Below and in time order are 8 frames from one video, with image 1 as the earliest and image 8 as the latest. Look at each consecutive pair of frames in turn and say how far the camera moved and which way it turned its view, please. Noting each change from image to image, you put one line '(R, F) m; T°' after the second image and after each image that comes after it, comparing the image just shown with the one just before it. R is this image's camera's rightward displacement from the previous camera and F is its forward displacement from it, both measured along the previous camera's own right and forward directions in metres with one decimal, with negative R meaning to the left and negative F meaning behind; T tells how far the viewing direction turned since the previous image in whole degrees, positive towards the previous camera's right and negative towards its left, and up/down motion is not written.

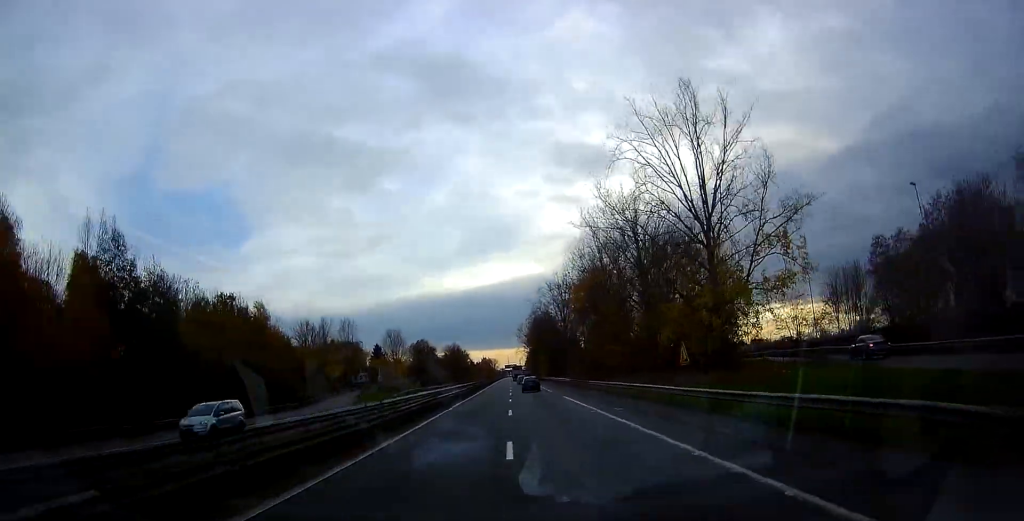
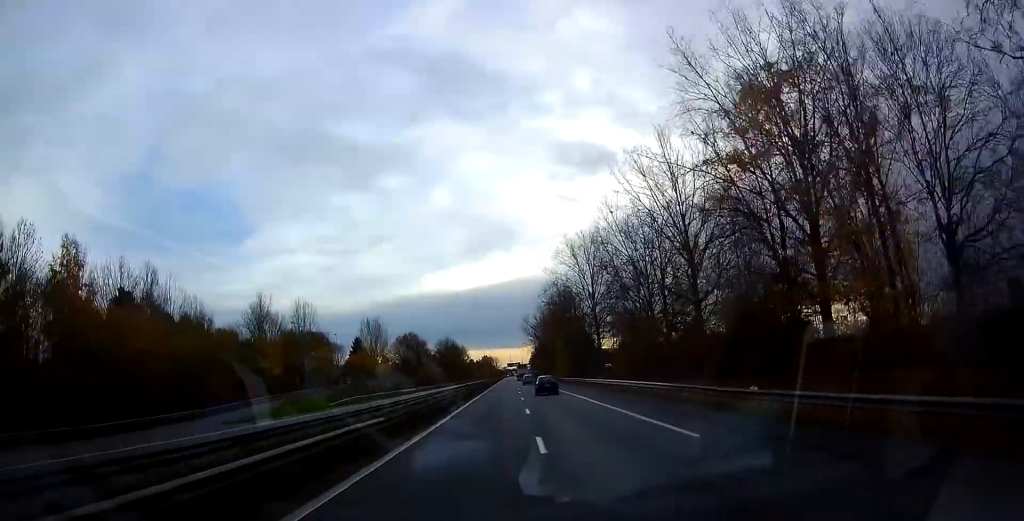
(-0.4, +39.4) m; -1°
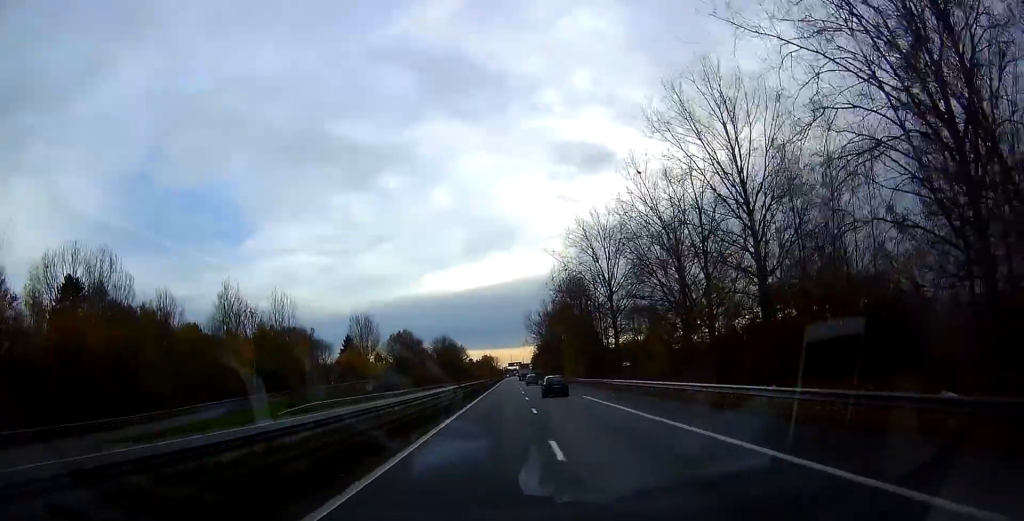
(0.0, +13.9) m; 0°
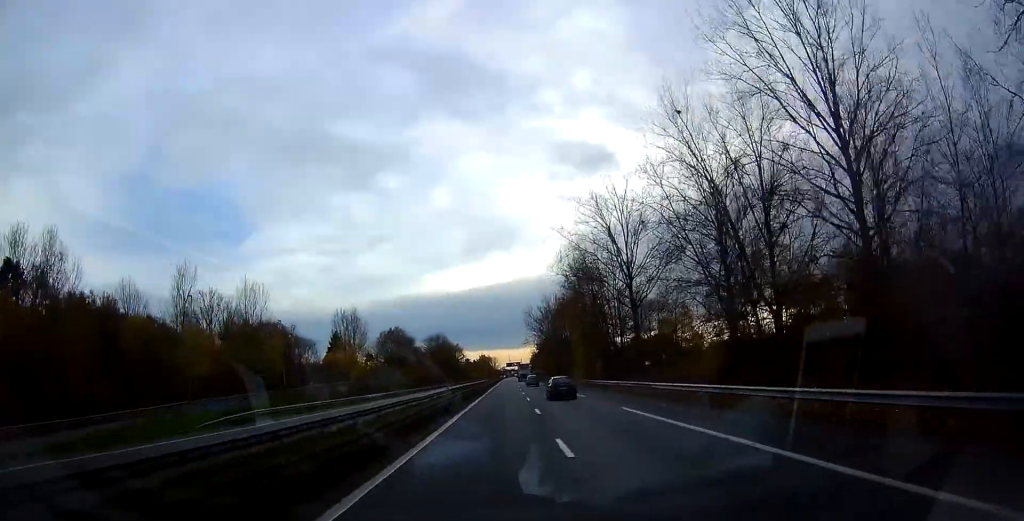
(0.0, +13.4) m; 0°
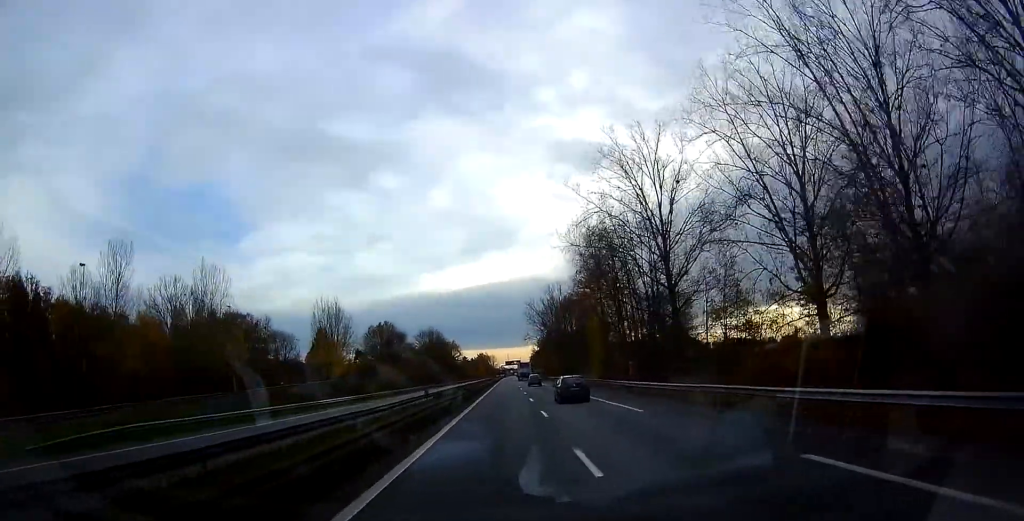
(0.0, +15.7) m; 0°
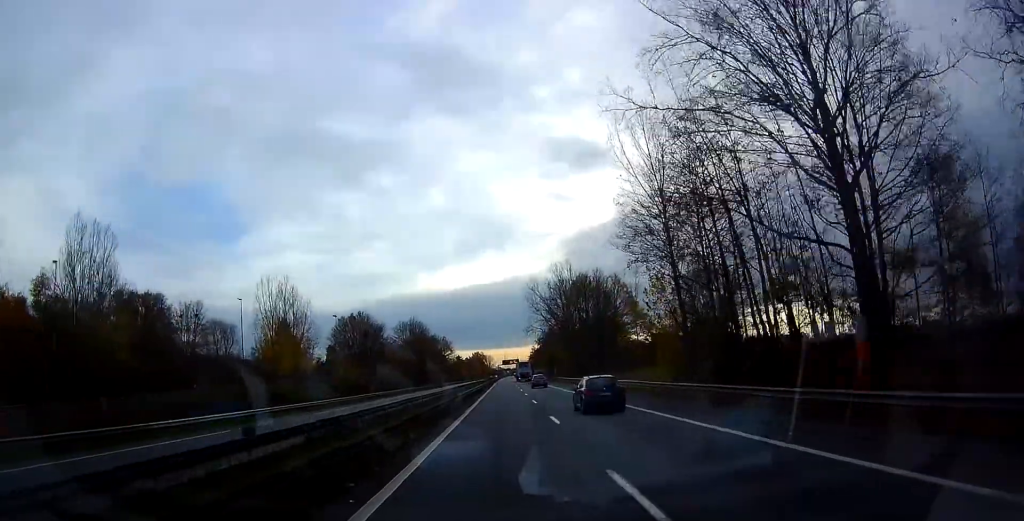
(0.0, +30.0) m; 0°
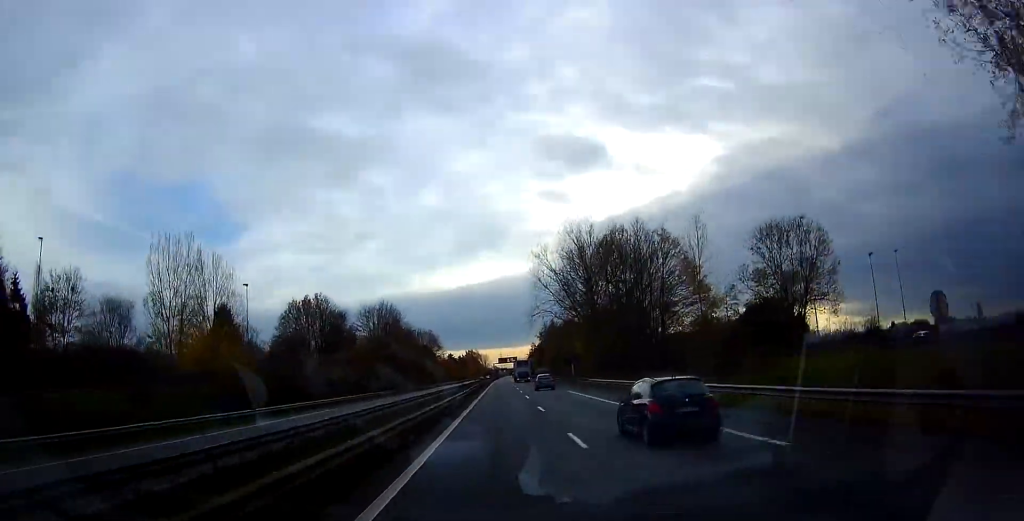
(+0.2, +33.6) m; +1°
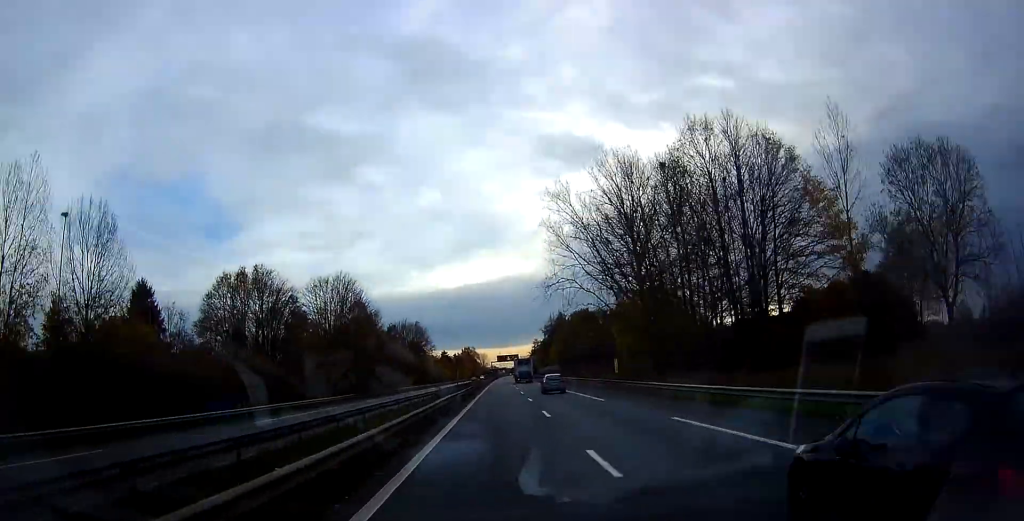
(+0.1, +30.6) m; 0°
